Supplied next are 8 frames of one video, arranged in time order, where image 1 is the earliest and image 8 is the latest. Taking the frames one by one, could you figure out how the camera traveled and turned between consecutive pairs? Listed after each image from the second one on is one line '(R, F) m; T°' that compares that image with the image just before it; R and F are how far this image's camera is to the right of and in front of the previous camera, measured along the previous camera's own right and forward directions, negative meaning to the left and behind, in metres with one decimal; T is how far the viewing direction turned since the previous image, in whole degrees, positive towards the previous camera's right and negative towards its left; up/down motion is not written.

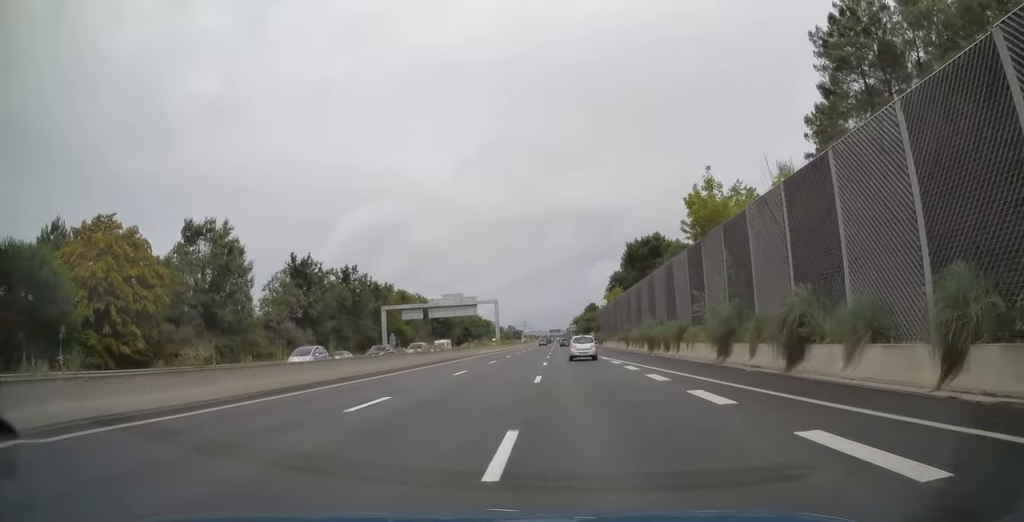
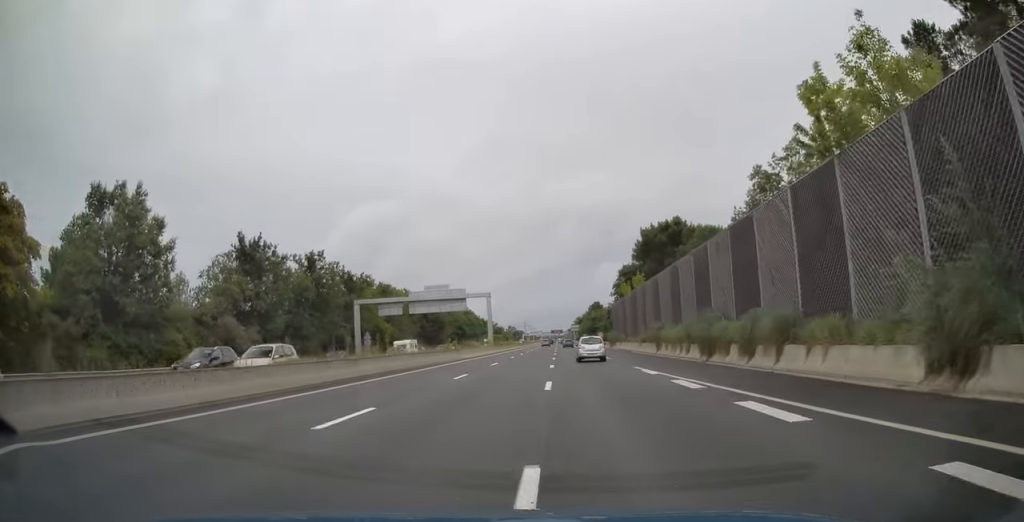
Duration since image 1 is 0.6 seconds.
(-0.2, +15.5) m; 0°
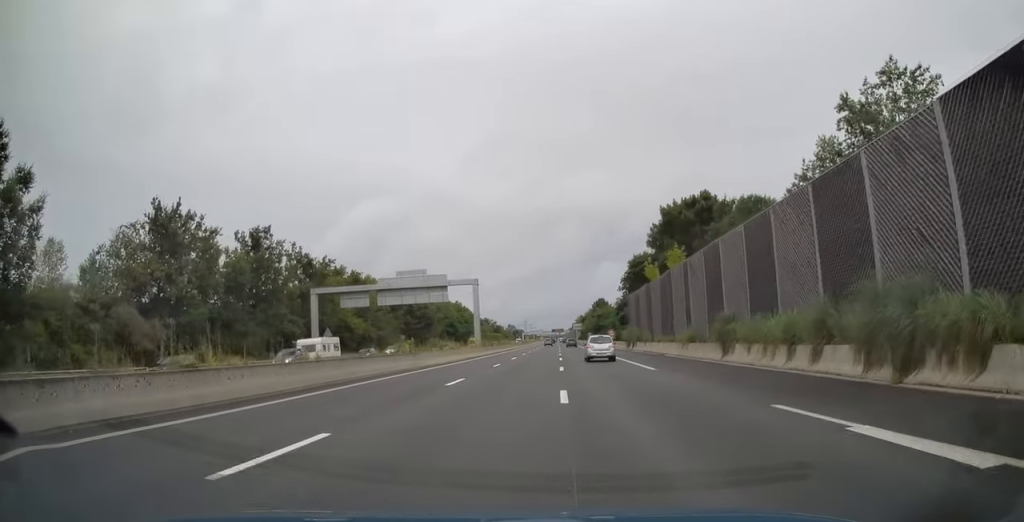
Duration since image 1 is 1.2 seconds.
(-0.1, +16.8) m; 0°
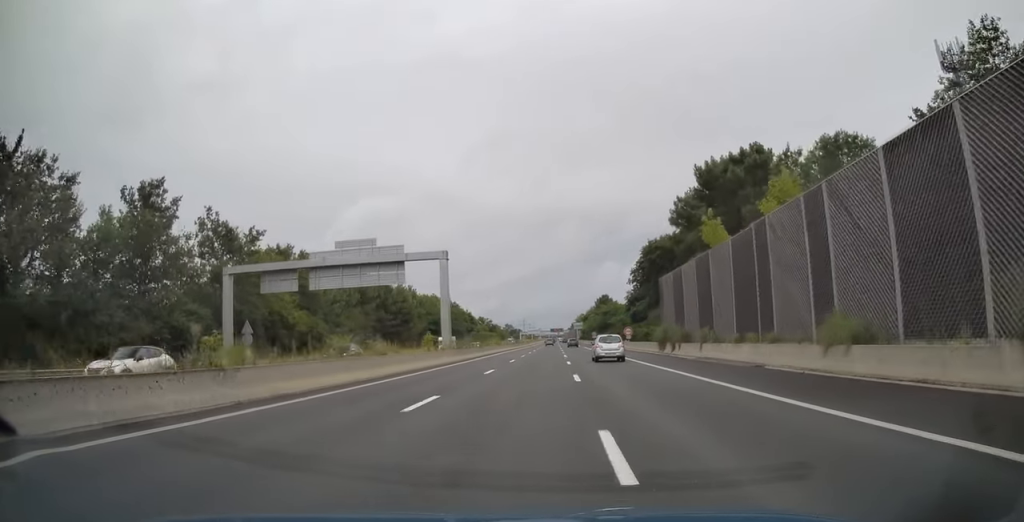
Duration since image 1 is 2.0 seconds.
(0.0, +20.2) m; 0°
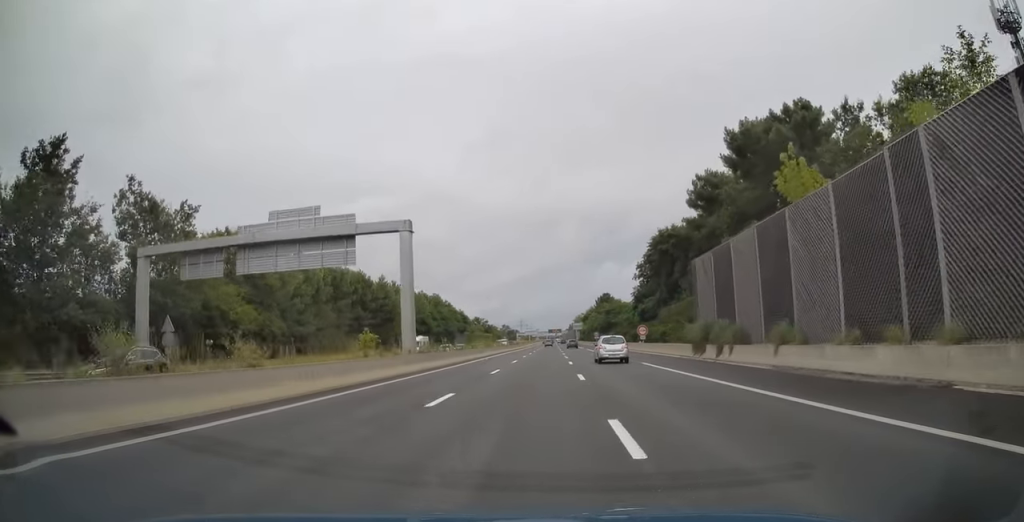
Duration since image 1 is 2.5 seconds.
(0.0, +12.1) m; 0°
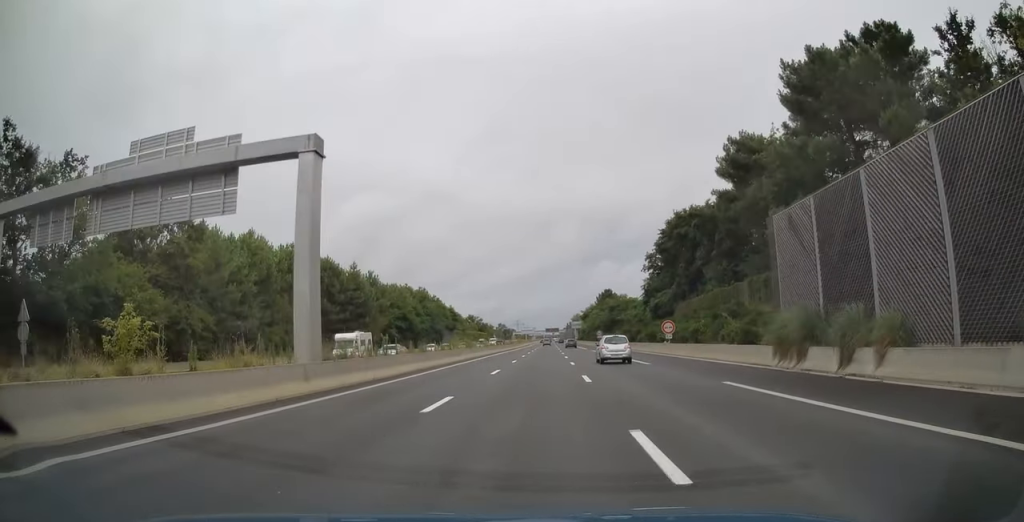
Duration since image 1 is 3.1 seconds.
(0.0, +14.2) m; 0°
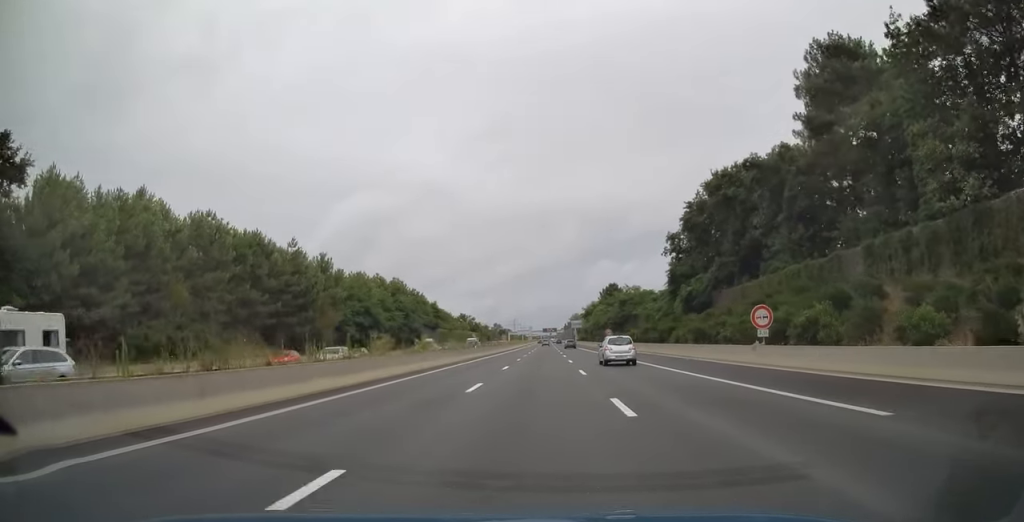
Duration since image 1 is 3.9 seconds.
(0.0, +21.5) m; 0°
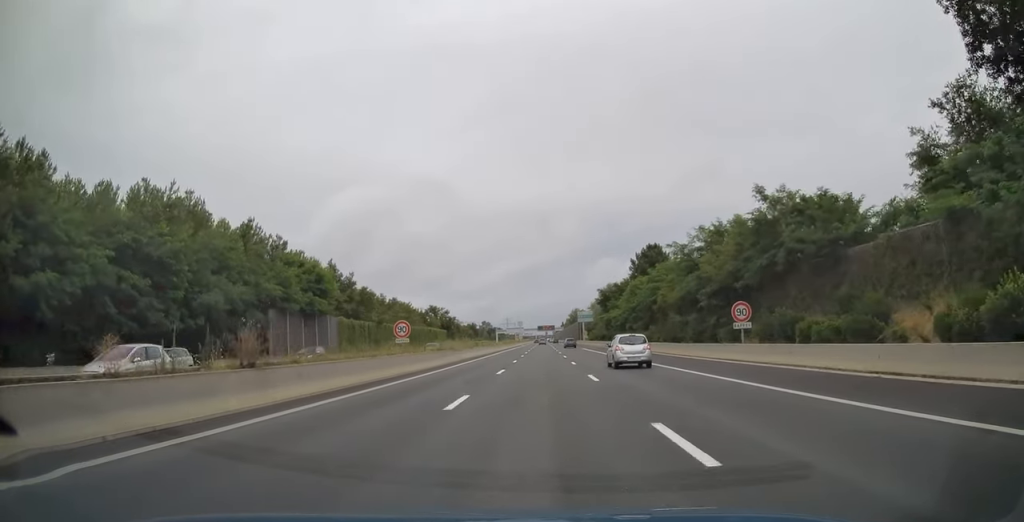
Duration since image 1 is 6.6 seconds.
(+0.7, +69.9) m; +1°
